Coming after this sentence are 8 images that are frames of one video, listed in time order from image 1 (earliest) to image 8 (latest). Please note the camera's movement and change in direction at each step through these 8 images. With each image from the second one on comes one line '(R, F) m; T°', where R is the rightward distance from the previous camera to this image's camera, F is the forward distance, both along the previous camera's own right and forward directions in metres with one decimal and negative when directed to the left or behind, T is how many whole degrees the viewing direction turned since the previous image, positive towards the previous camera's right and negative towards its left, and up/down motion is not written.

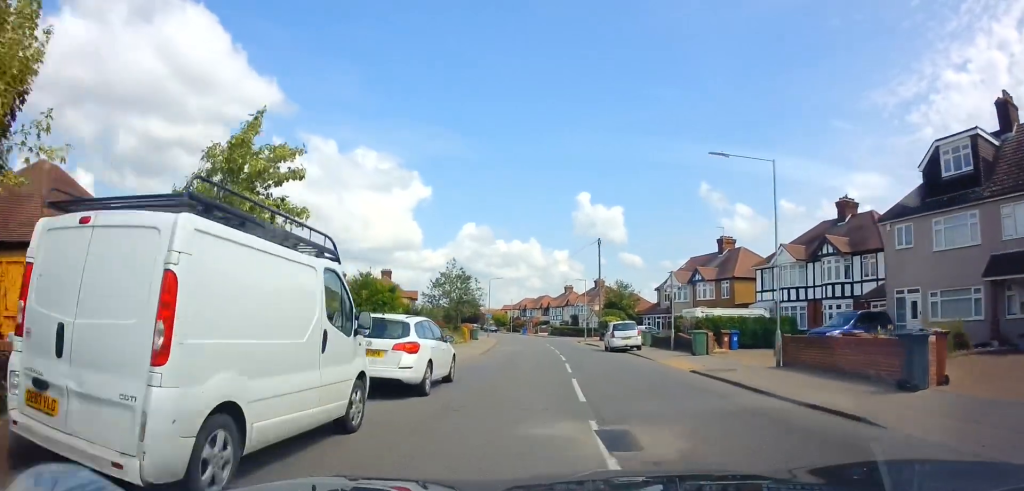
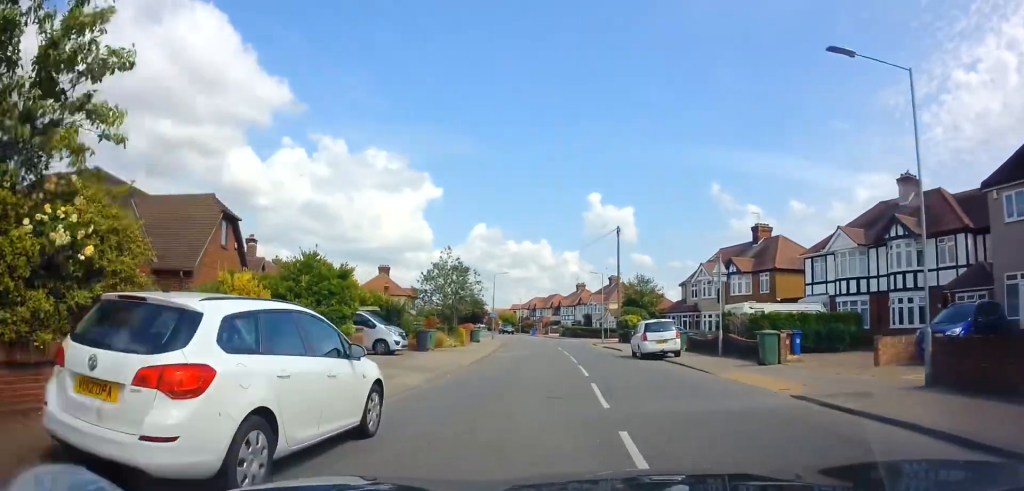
(-0.2, +6.7) m; -1°
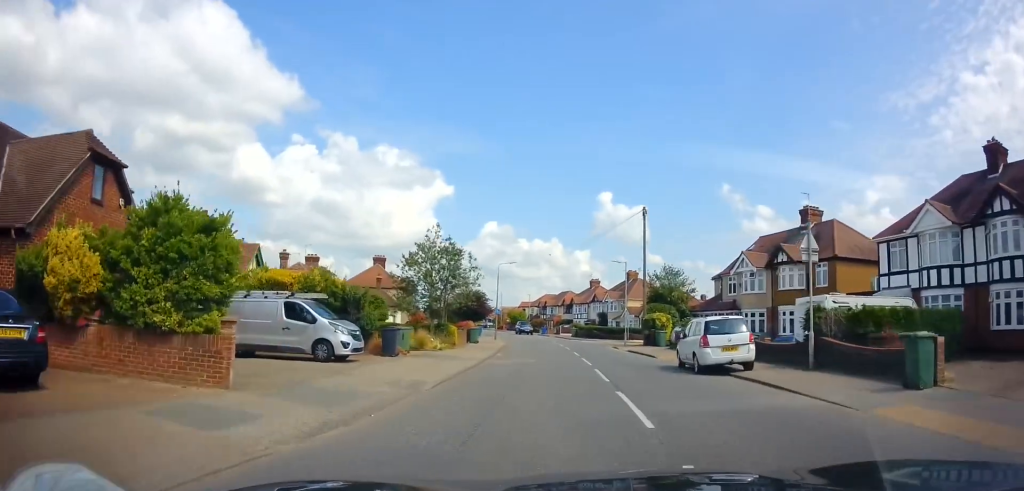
(-0.1, +7.4) m; 0°
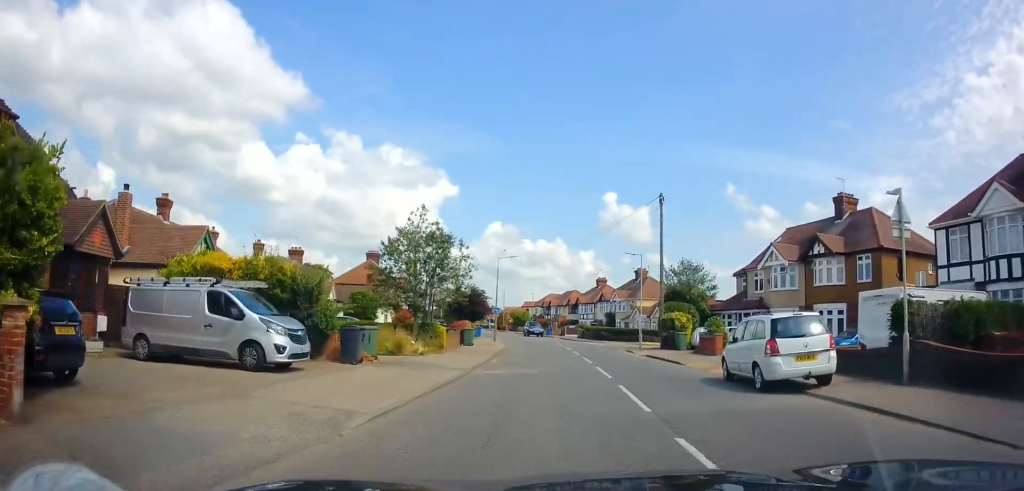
(+0.2, +4.5) m; 0°
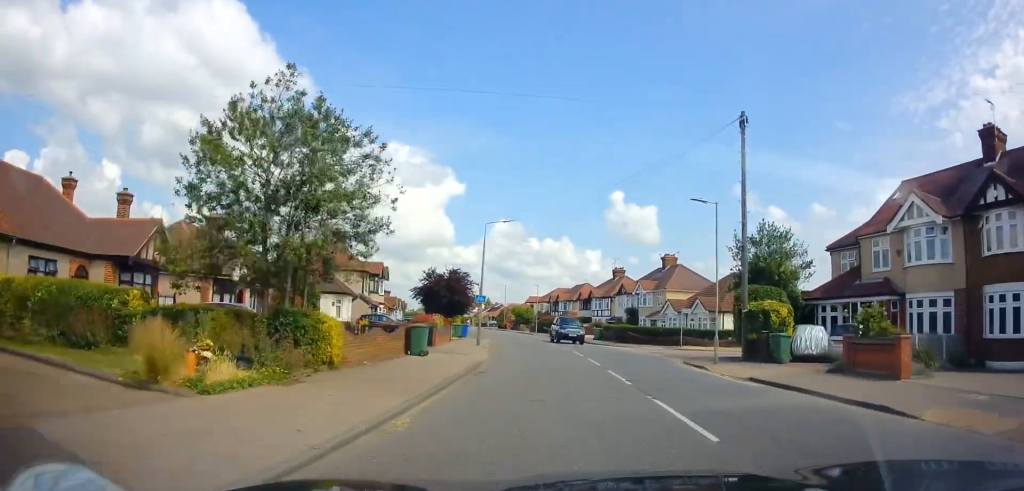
(-0.2, +14.6) m; 0°
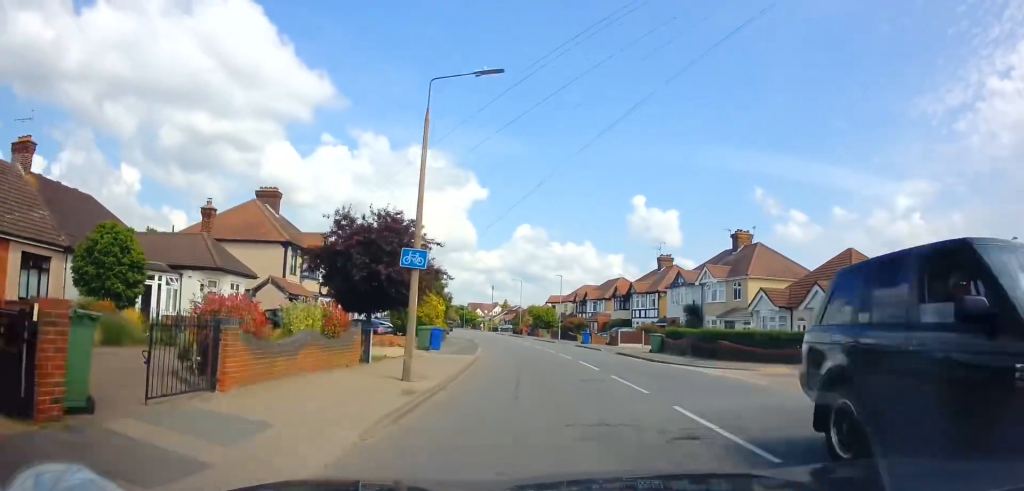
(-0.1, +18.1) m; -4°
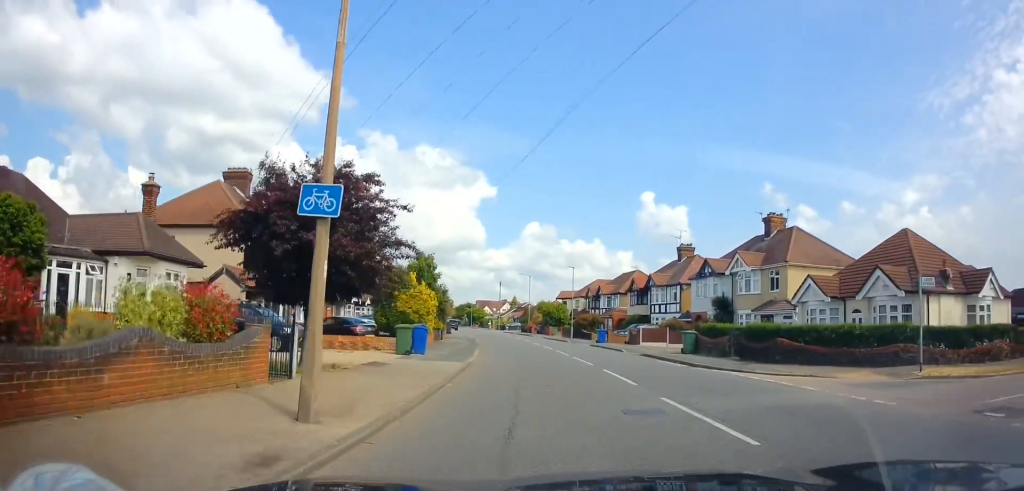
(-0.2, +5.3) m; -1°
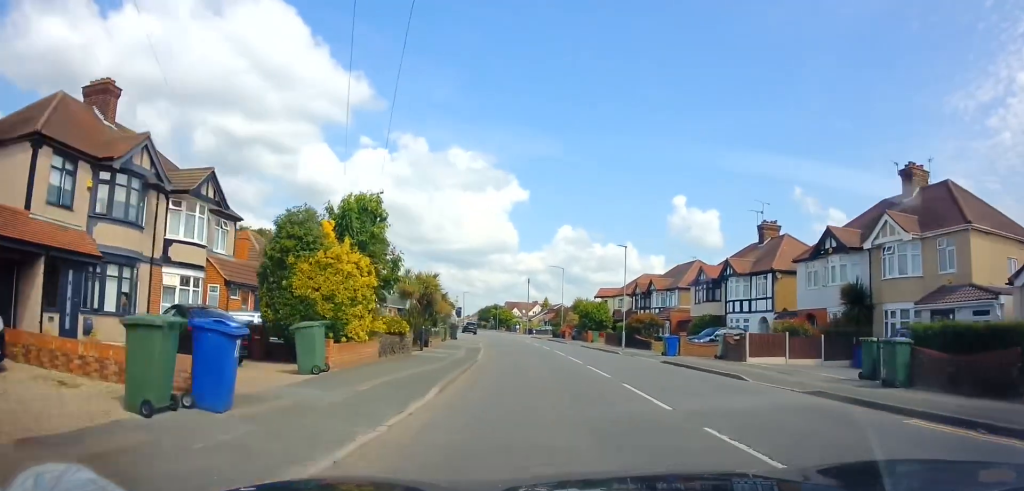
(-0.2, +14.6) m; -2°
